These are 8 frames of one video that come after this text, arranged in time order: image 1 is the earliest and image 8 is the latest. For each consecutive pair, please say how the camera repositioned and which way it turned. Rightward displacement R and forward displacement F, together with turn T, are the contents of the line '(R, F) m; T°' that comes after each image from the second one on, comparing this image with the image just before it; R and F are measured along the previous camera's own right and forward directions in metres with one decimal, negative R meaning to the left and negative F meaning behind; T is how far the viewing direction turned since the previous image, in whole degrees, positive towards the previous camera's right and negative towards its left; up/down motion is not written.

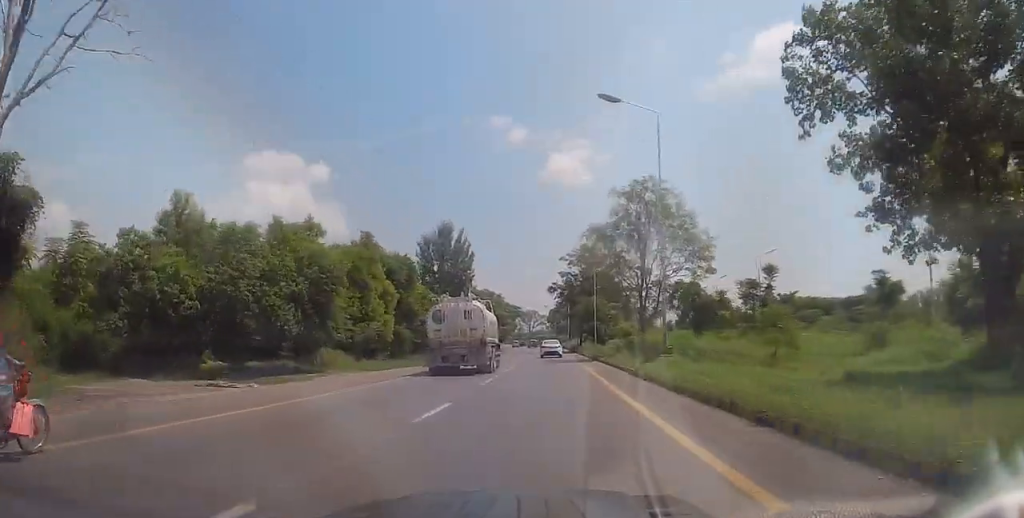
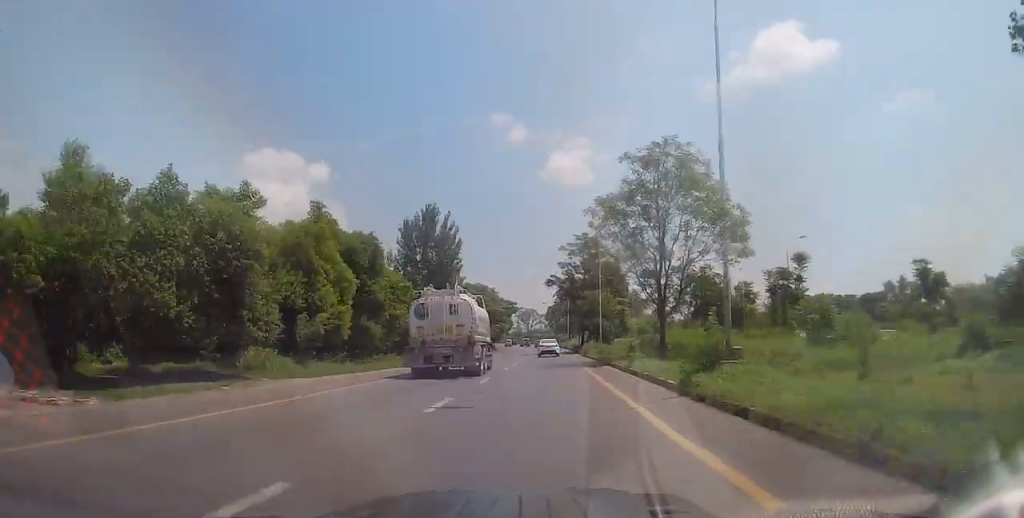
(-0.1, +8.0) m; -1°
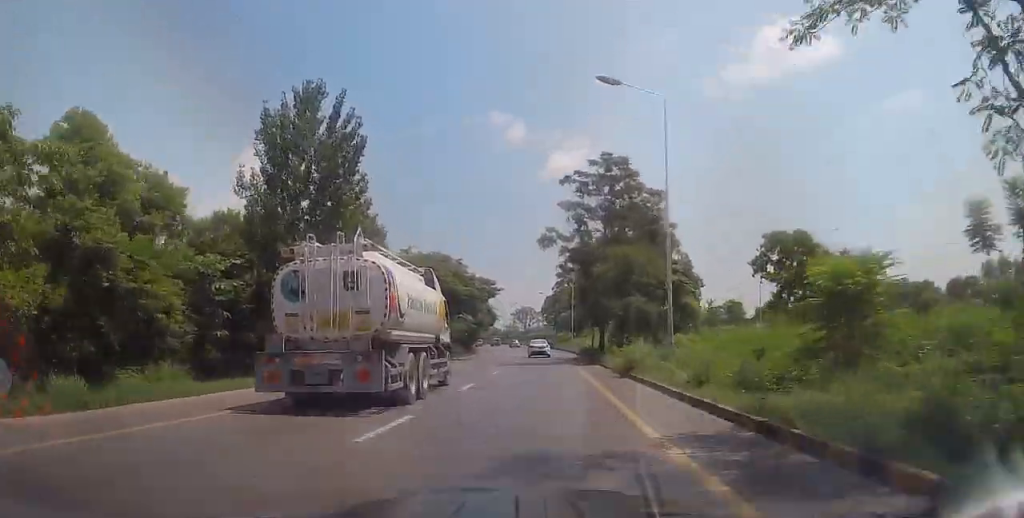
(-0.1, +29.2) m; 0°
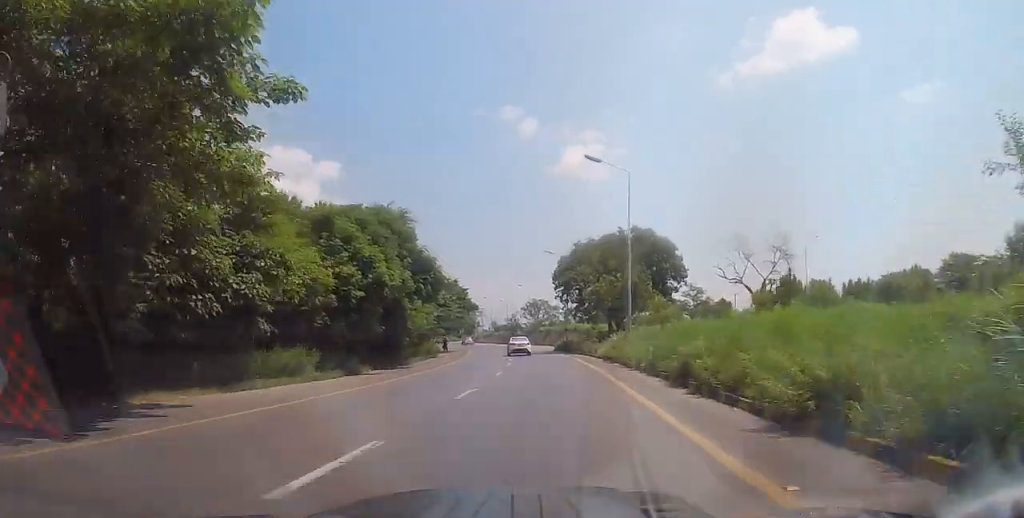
(+0.1, +46.6) m; 0°
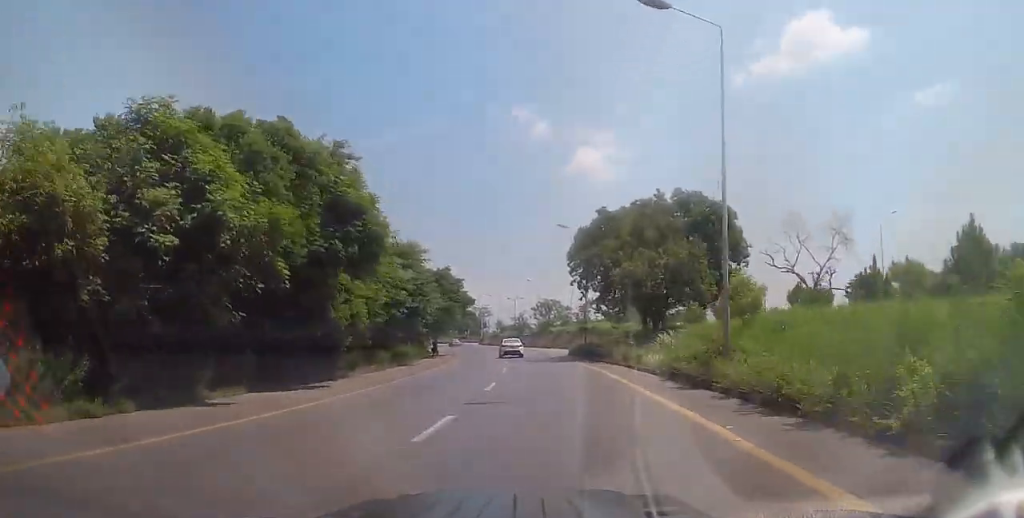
(0.0, +14.7) m; -1°
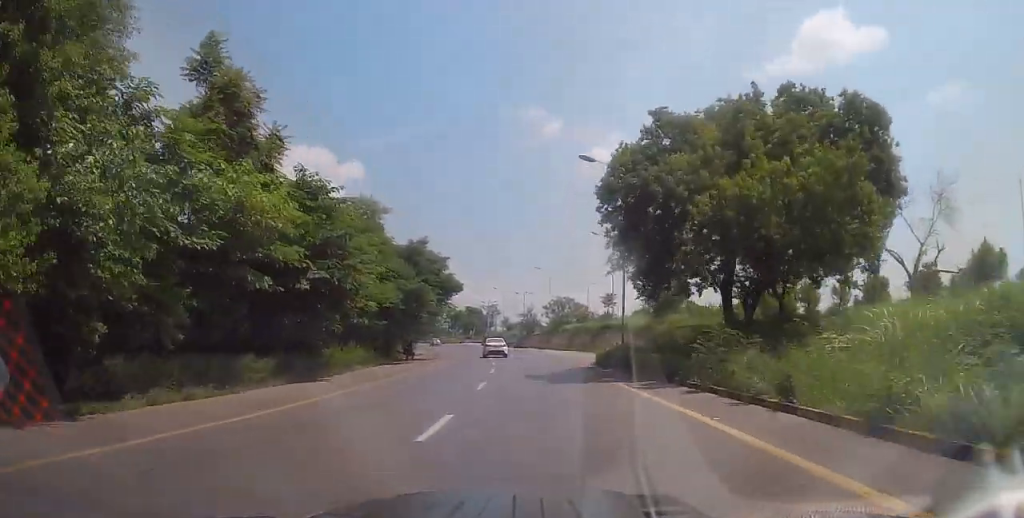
(-0.1, +17.2) m; -2°
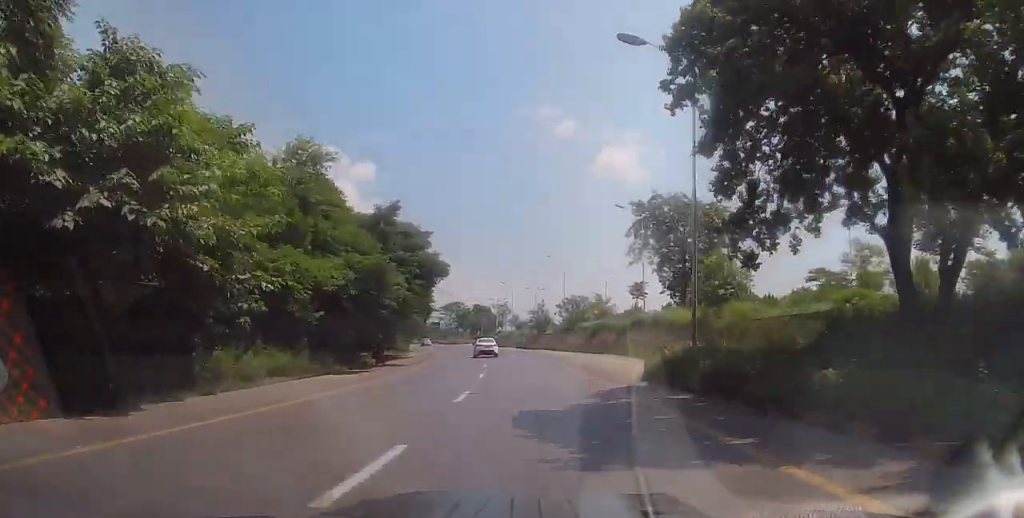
(-0.2, +12.0) m; -2°
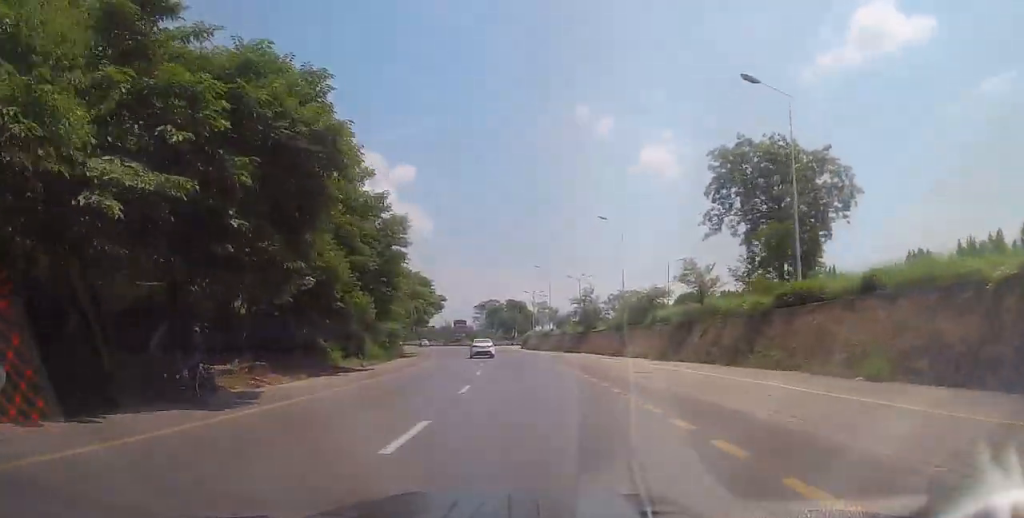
(-0.8, +23.8) m; -4°
